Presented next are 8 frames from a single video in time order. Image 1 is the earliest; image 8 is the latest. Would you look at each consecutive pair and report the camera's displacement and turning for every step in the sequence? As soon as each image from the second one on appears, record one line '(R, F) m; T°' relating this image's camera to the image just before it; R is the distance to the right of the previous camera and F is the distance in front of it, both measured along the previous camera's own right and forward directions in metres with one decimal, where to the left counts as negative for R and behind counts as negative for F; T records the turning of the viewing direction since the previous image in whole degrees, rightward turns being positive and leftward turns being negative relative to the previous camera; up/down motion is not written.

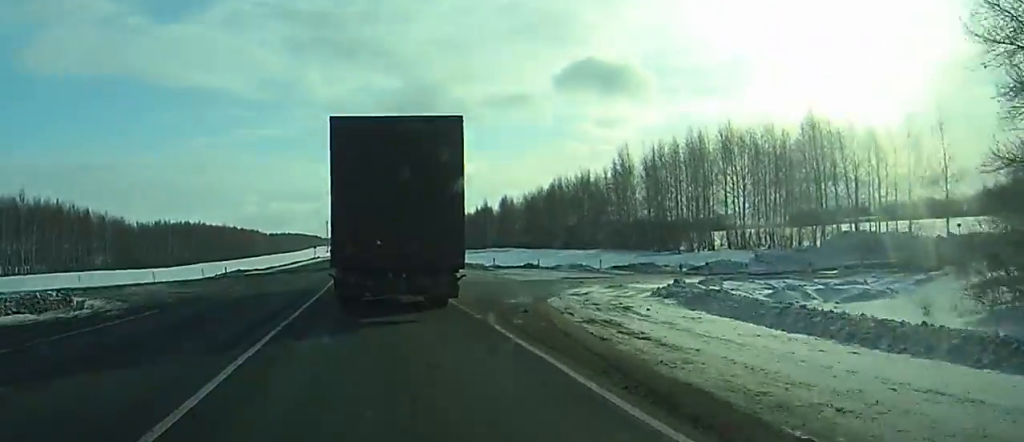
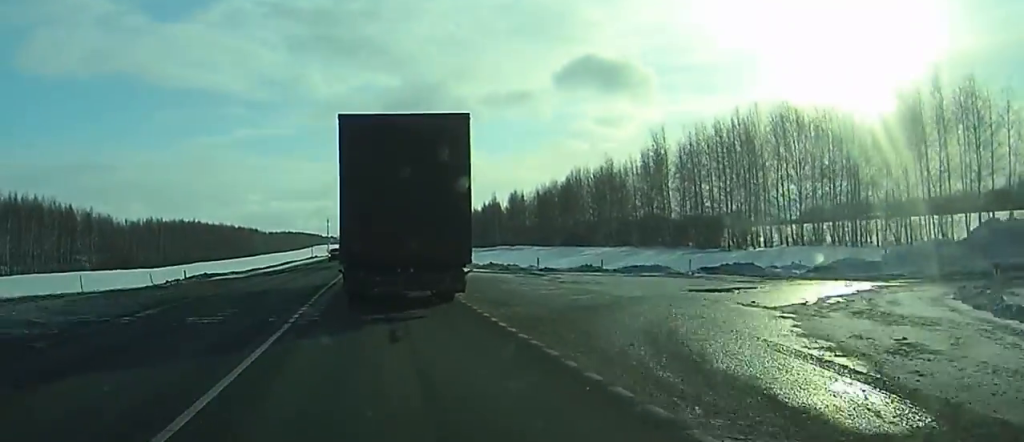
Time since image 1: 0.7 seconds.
(0.0, +15.0) m; 0°
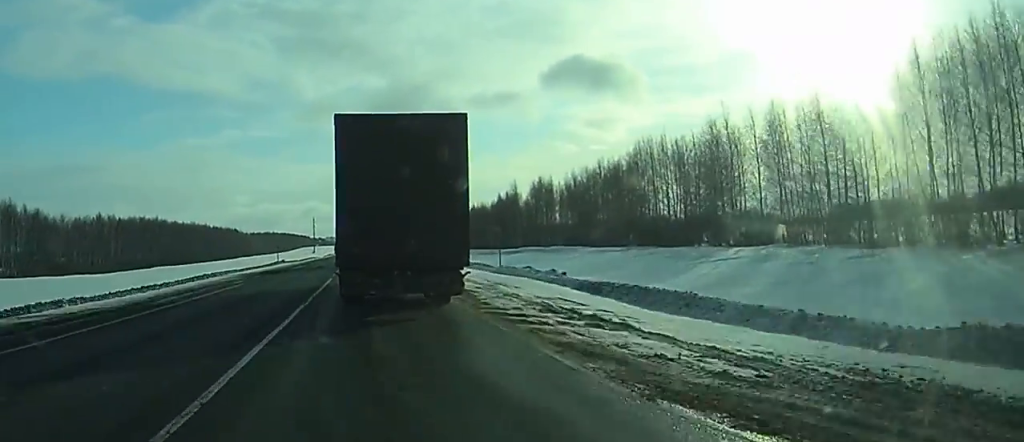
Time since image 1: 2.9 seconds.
(+0.2, +48.7) m; +1°
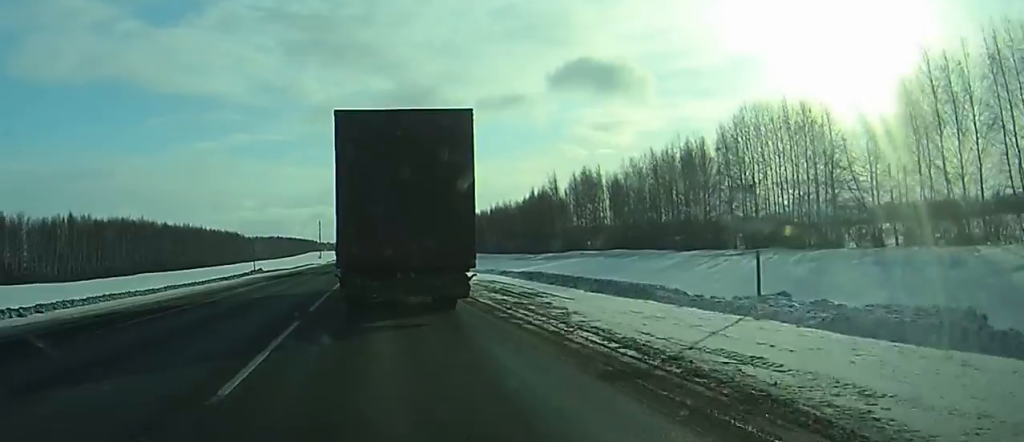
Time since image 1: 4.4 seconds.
(0.0, +33.2) m; 0°
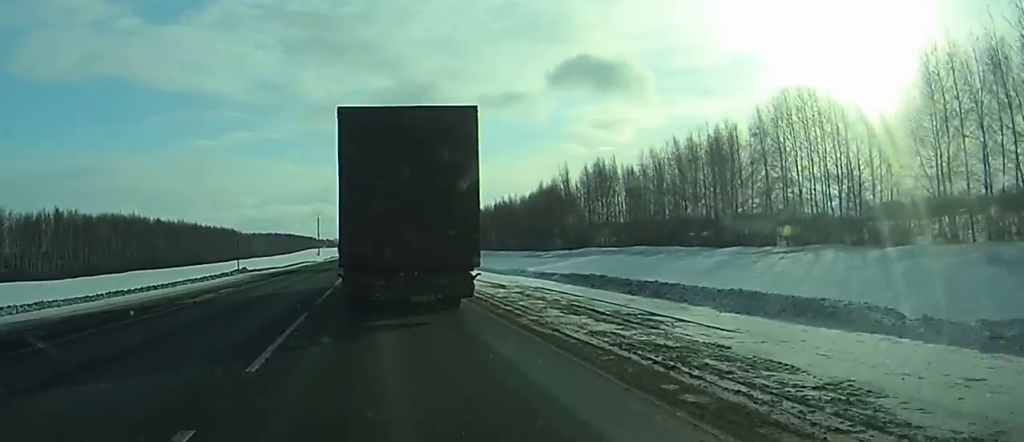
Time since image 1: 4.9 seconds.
(0.0, +10.4) m; 0°
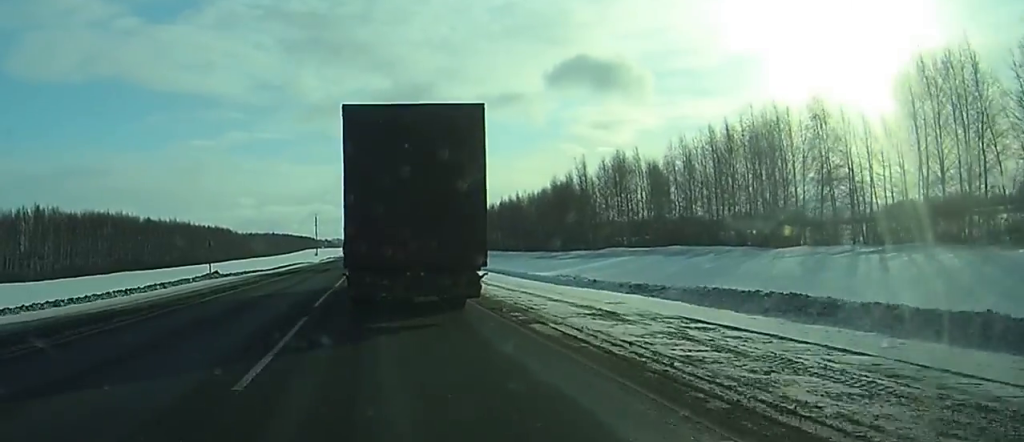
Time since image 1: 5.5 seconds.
(-0.1, +13.4) m; 0°
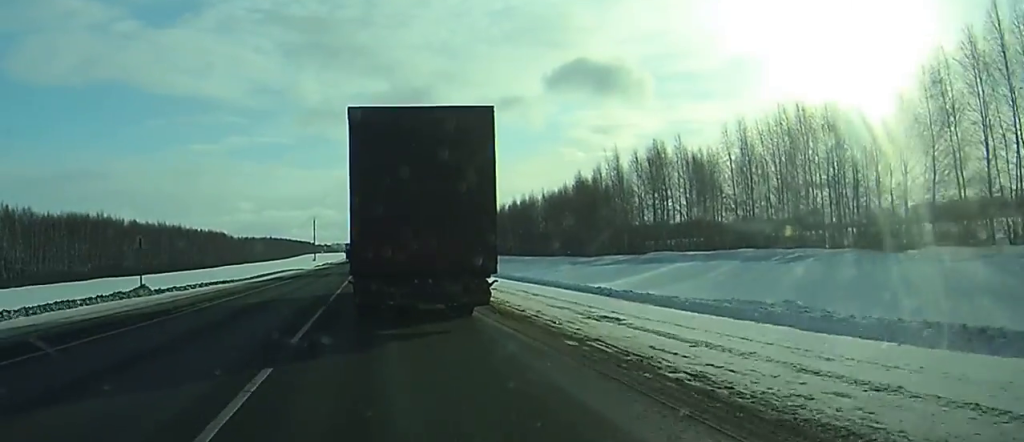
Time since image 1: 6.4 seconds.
(0.0, +19.3) m; 0°
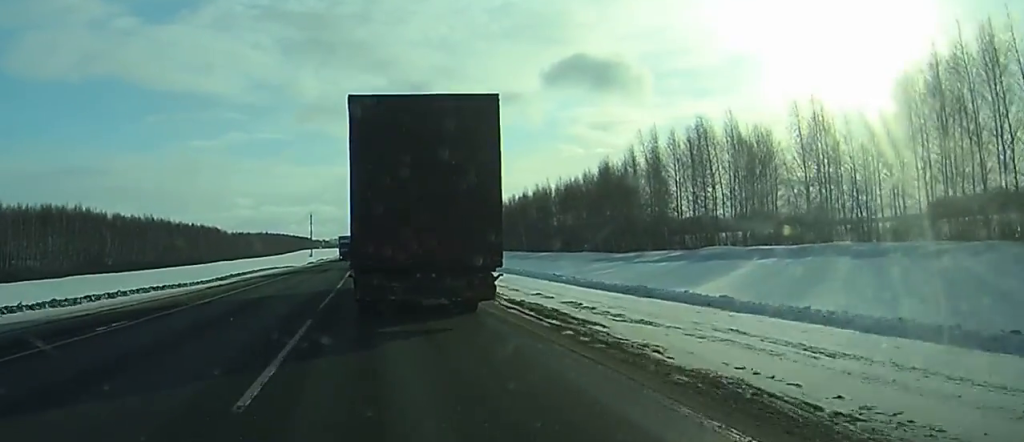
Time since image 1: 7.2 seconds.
(0.0, +17.9) m; 0°
